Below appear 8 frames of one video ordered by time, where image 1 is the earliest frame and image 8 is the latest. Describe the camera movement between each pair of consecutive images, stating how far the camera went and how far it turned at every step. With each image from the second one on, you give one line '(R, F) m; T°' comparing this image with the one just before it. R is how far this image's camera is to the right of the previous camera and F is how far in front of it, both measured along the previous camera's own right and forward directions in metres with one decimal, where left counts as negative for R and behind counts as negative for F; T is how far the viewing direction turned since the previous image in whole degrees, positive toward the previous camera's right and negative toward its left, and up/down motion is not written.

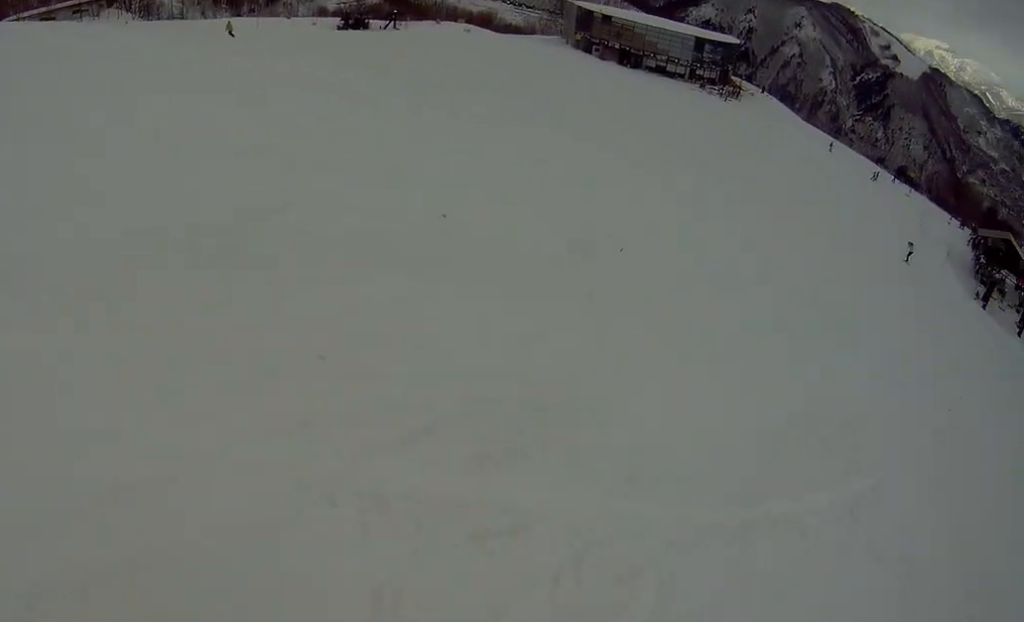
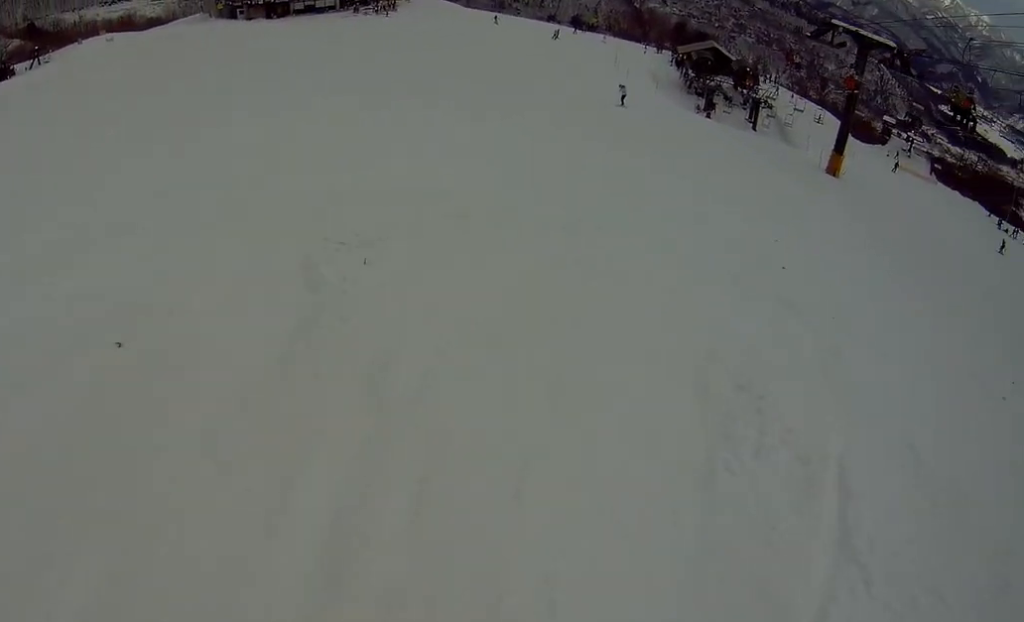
(+0.8, +2.5) m; +10°
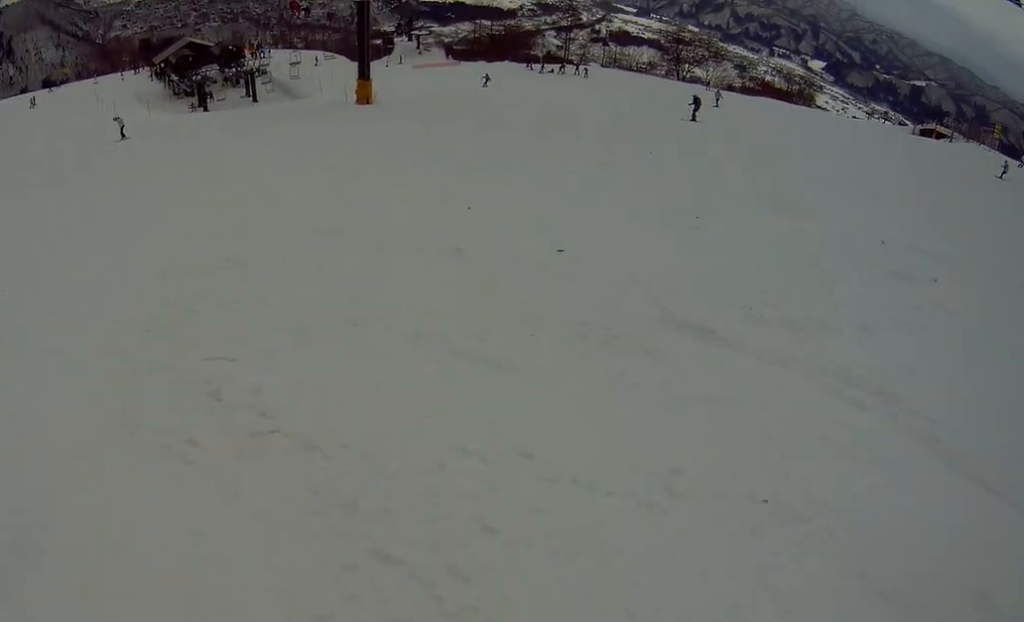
(+0.8, +5.3) m; +4°
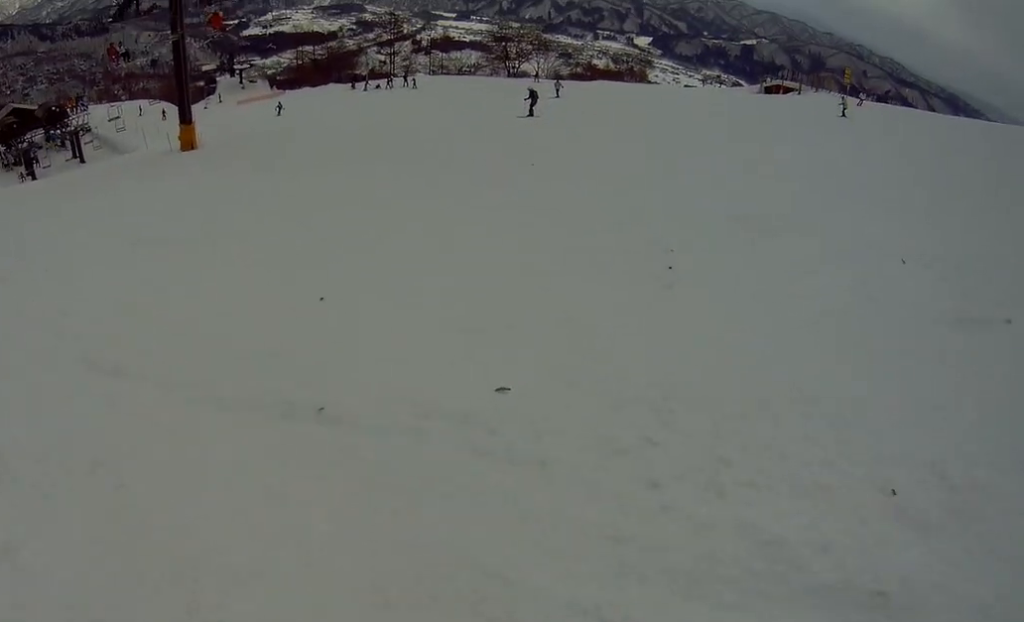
(-0.1, +2.9) m; -4°
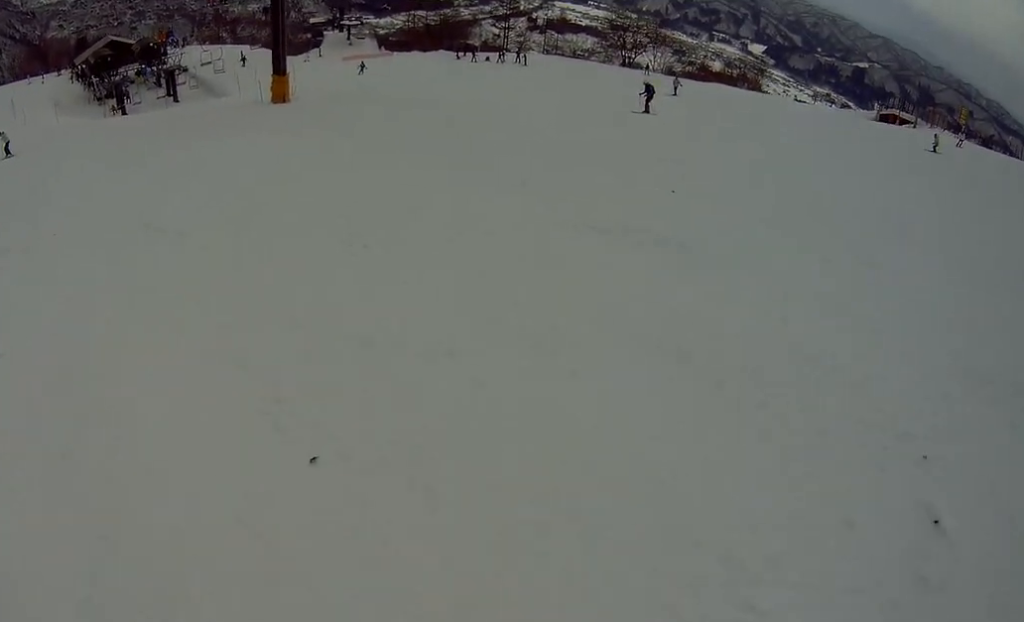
(-0.2, +2.8) m; -2°
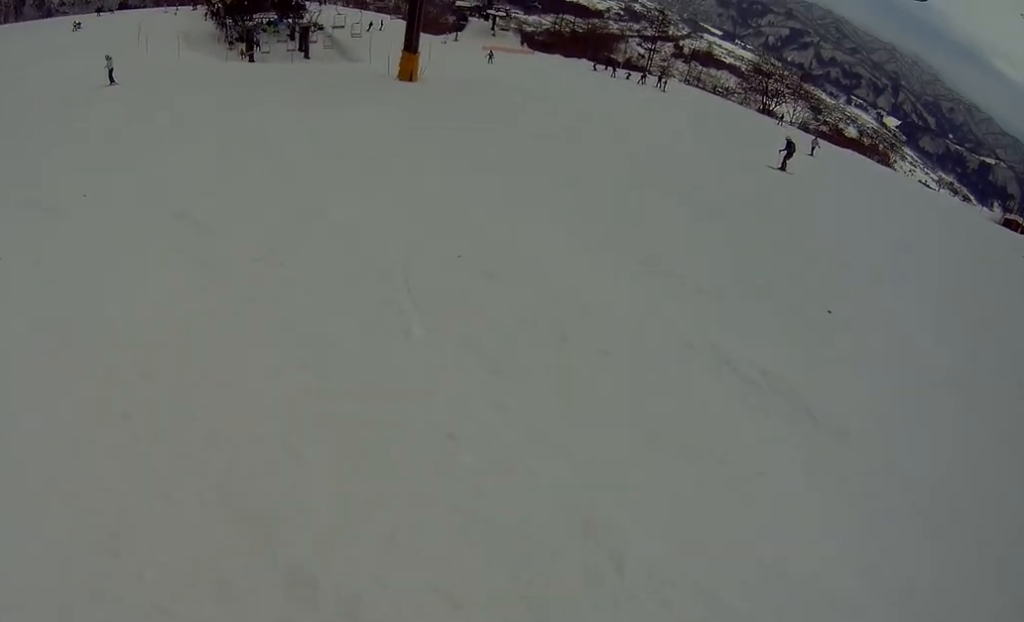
(0.0, +2.2) m; -6°
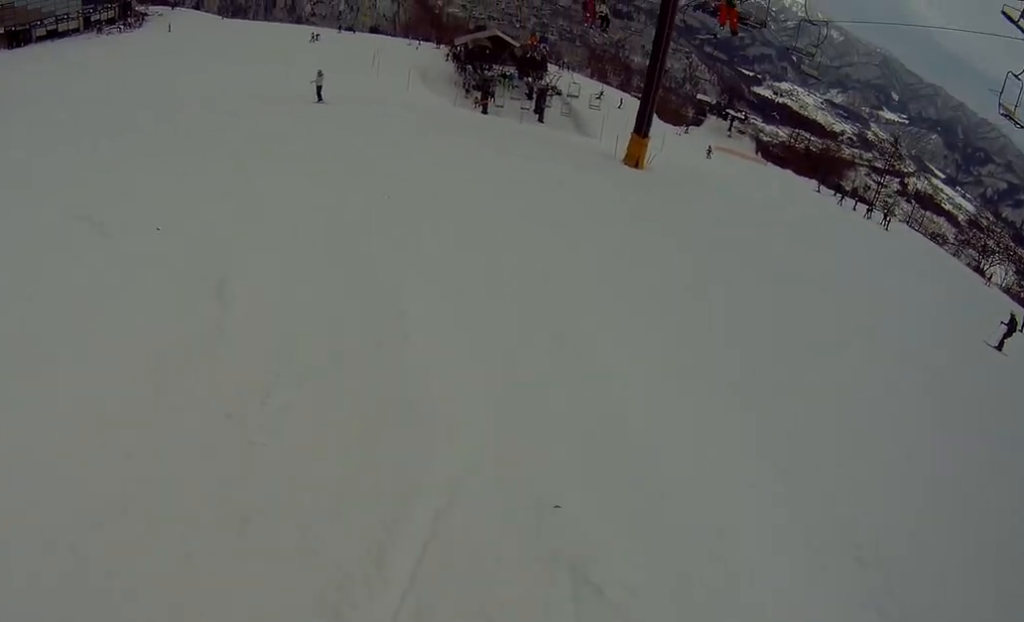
(+0.3, +2.7) m; -9°
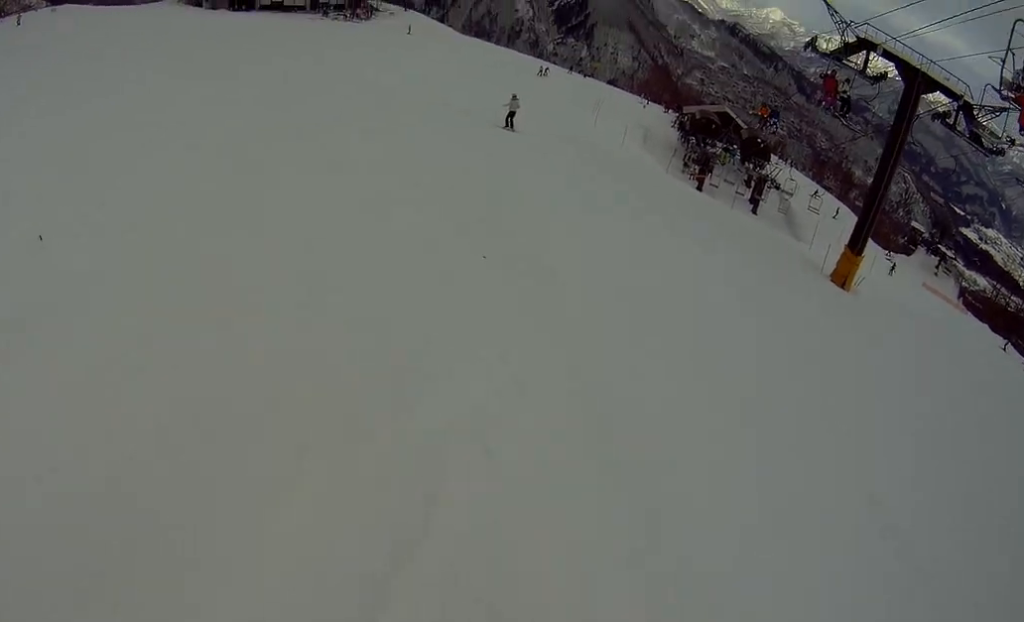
(-0.8, +2.7) m; -17°
